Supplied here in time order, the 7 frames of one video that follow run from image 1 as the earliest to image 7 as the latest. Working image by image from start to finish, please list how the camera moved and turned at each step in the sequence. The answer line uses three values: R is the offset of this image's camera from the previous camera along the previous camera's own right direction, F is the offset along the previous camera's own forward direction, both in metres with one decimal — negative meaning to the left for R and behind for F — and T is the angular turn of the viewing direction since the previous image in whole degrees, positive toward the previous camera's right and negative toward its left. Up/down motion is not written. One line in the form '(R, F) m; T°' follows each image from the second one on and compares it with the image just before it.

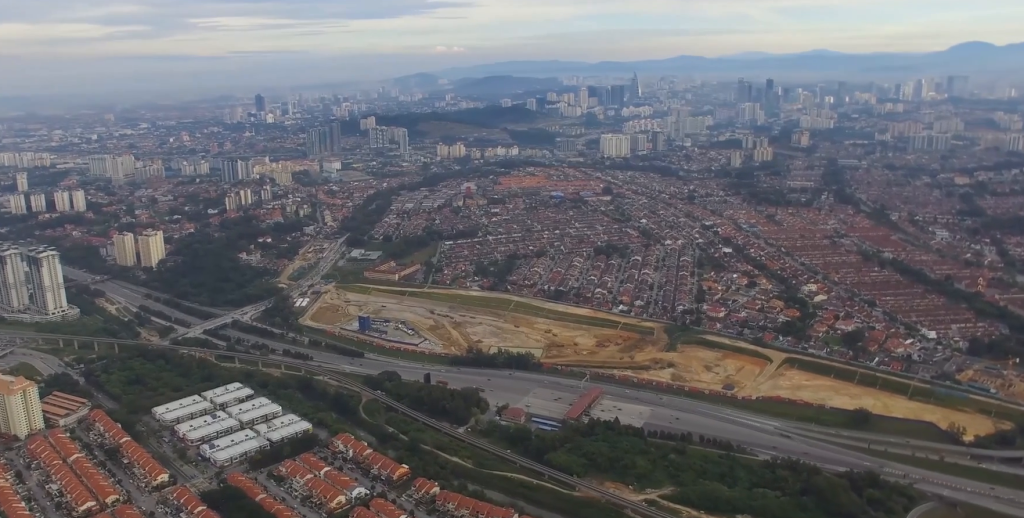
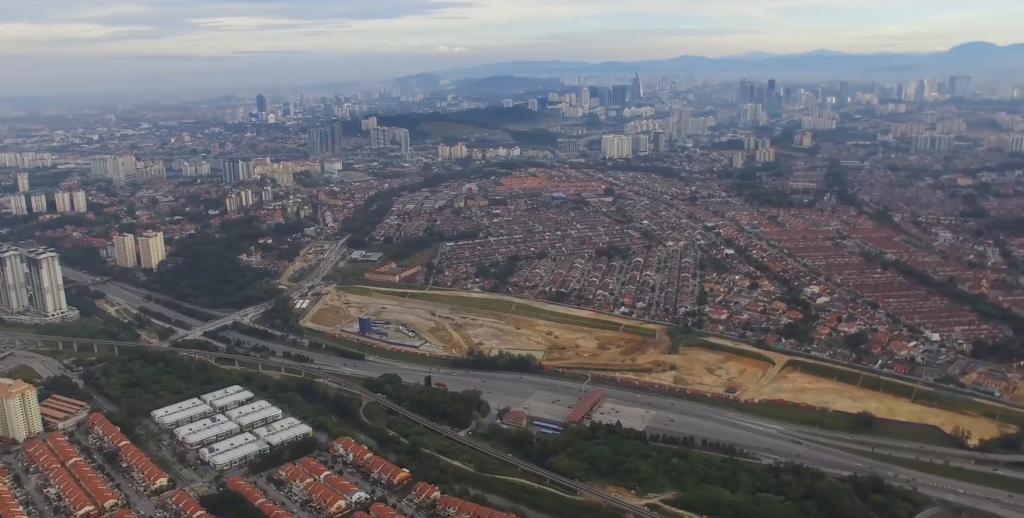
(0.0, +5.9) m; 0°
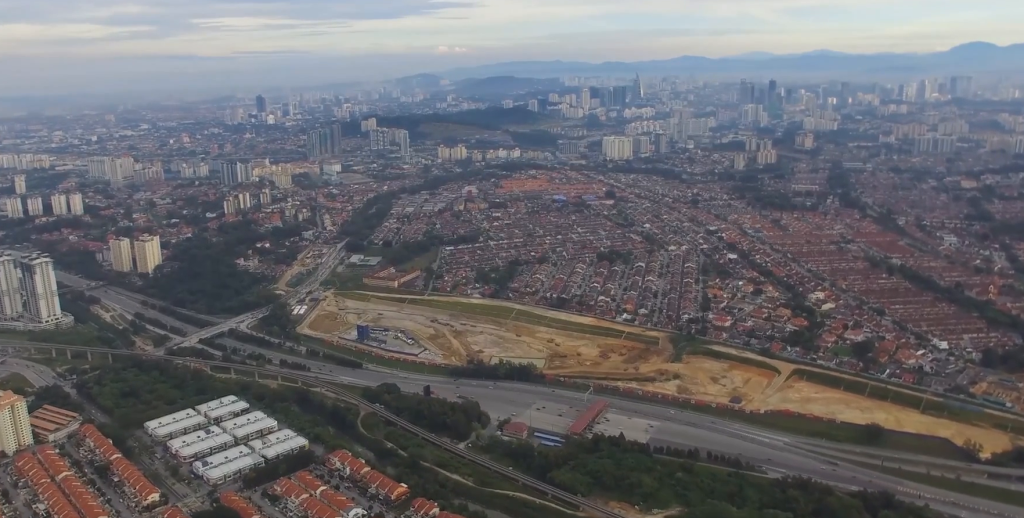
(+0.1, +19.5) m; 0°
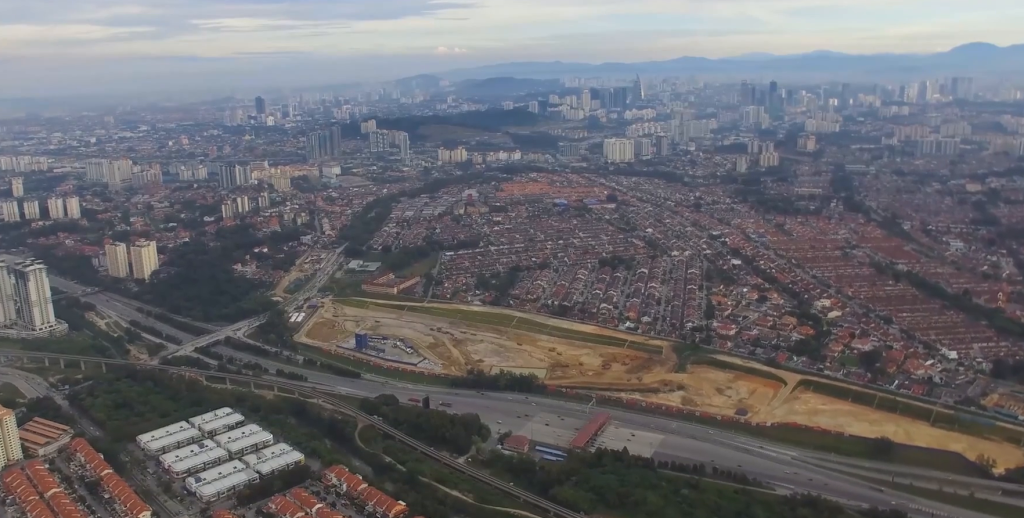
(-0.1, +21.1) m; 0°
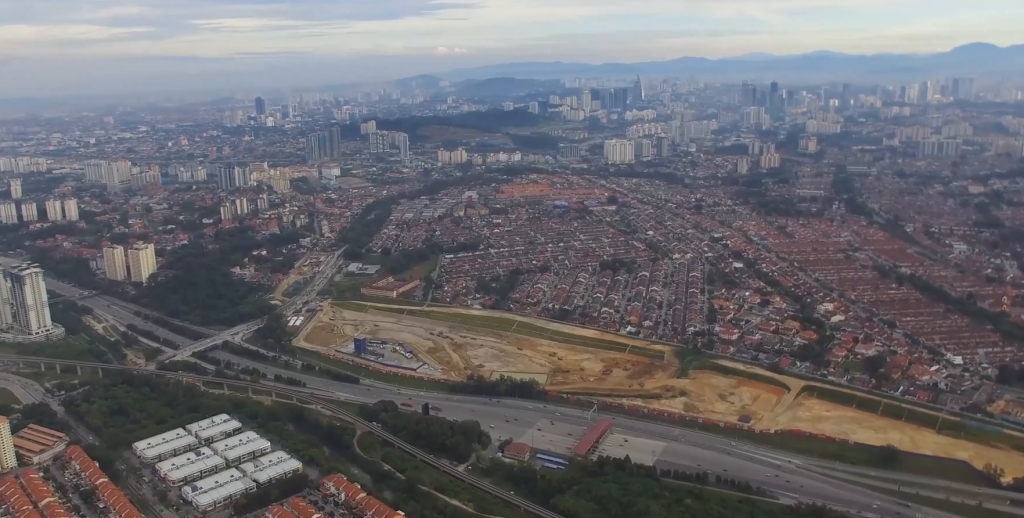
(0.0, +11.4) m; 0°
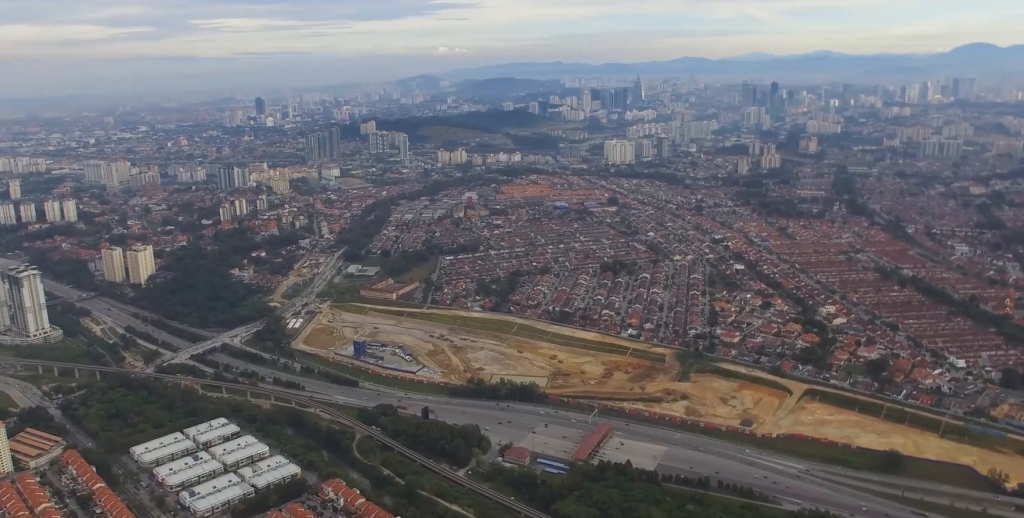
(0.0, +7.1) m; 0°
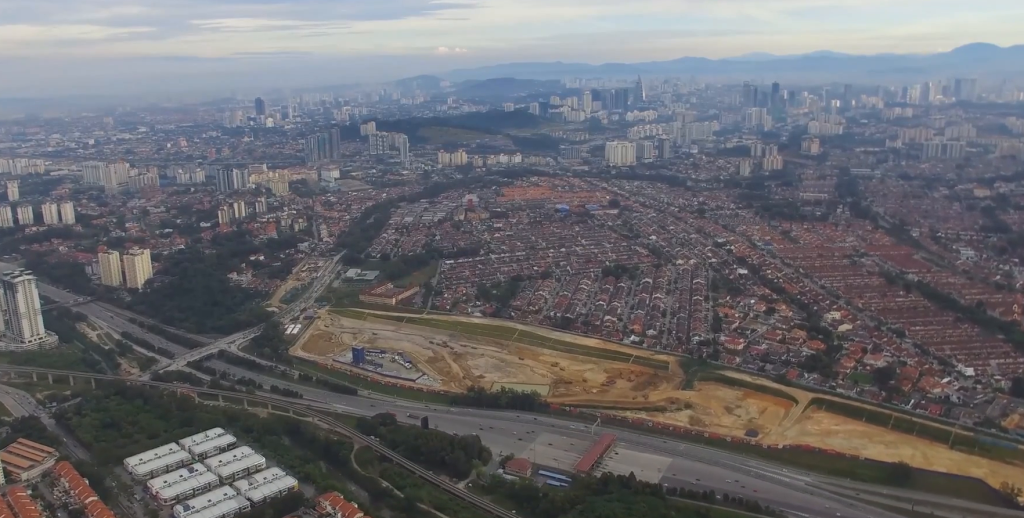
(0.0, +16.9) m; 0°
